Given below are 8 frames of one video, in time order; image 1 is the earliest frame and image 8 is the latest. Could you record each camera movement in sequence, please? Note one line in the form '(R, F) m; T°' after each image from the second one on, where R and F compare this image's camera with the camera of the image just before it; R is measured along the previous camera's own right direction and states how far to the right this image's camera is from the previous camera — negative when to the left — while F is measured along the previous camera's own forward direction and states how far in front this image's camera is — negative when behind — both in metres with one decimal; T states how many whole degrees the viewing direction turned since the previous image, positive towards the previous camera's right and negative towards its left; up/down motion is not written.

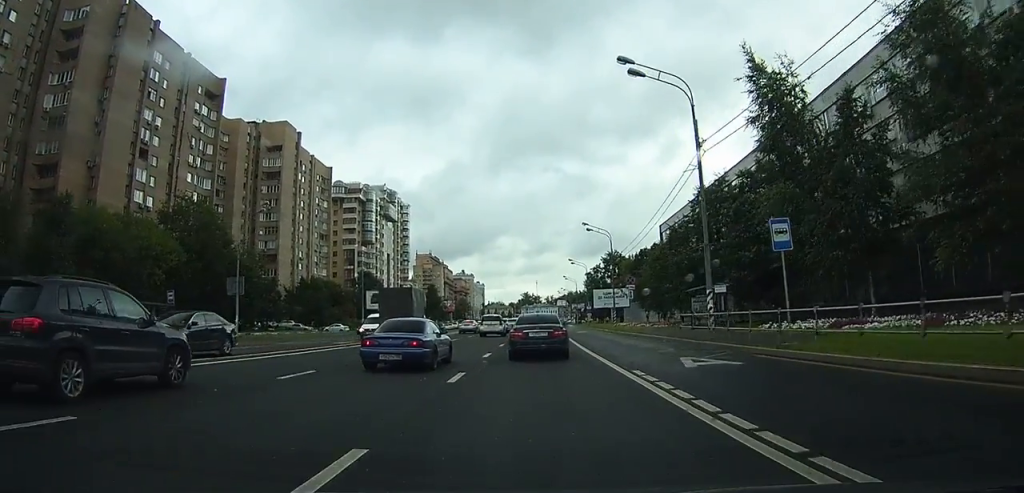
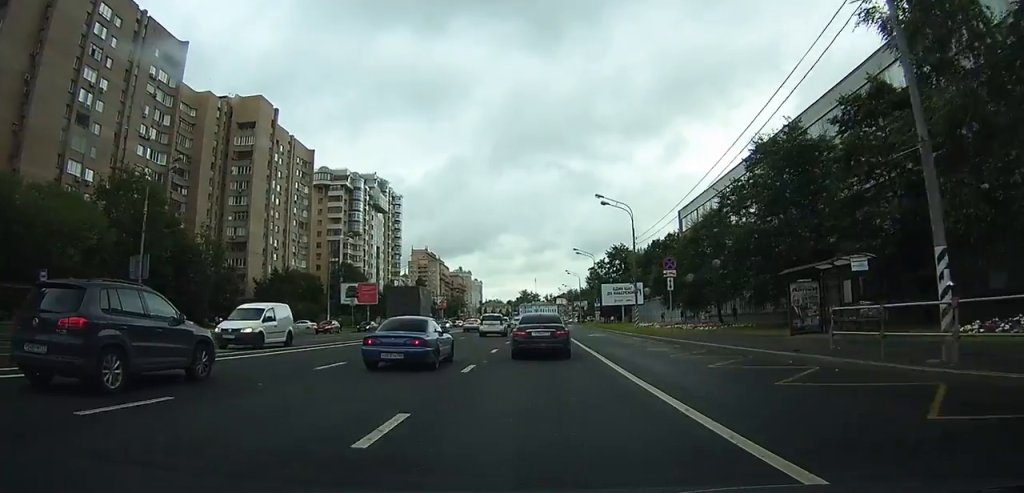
(-0.1, +13.9) m; 0°
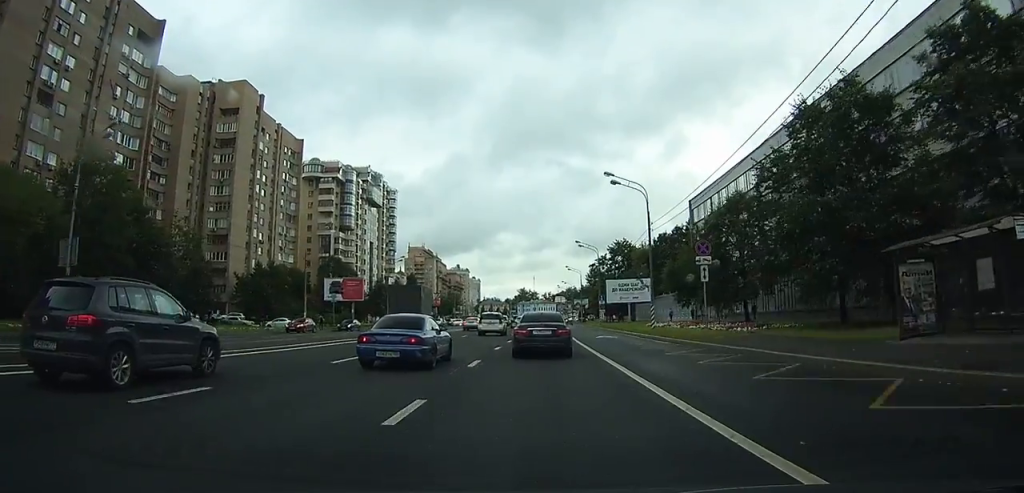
(0.0, +6.9) m; 0°
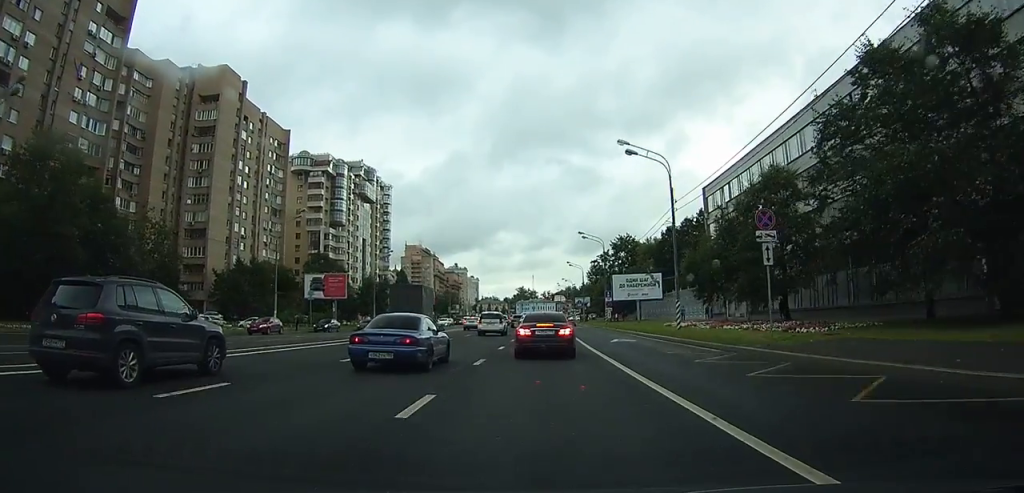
(0.0, +7.5) m; 0°
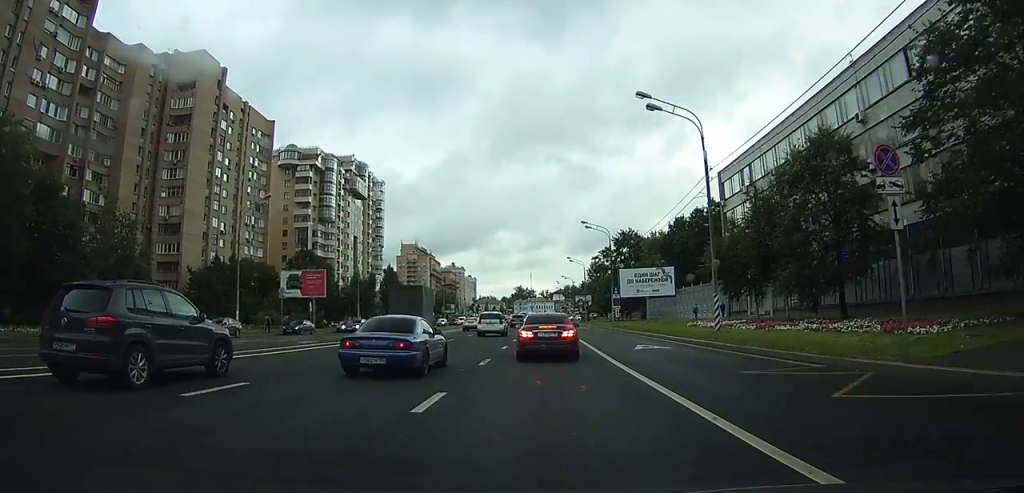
(0.0, +7.5) m; +1°
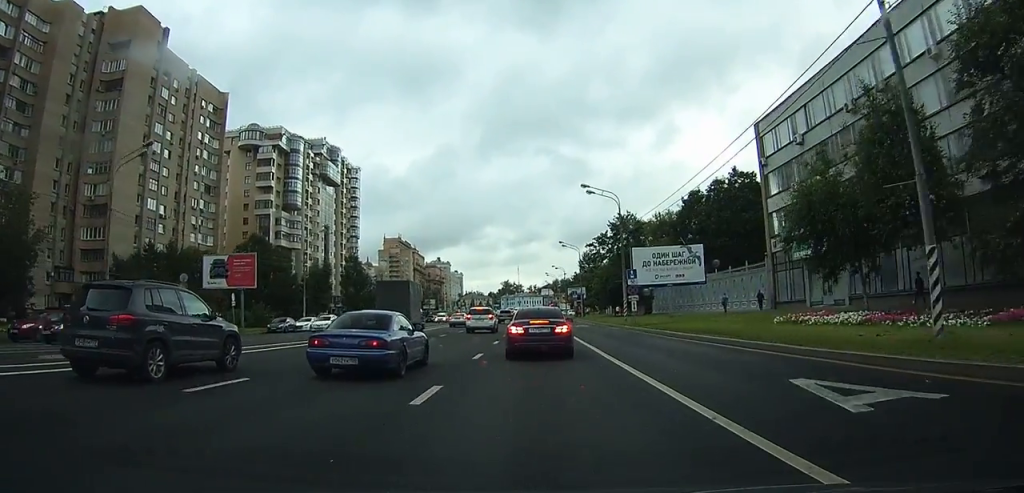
(+0.2, +16.1) m; +1°
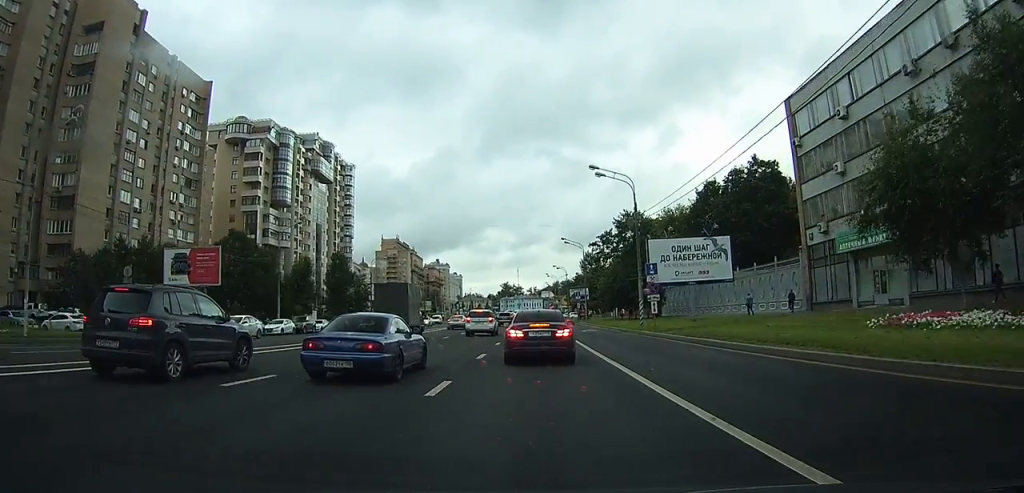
(+0.1, +7.1) m; 0°
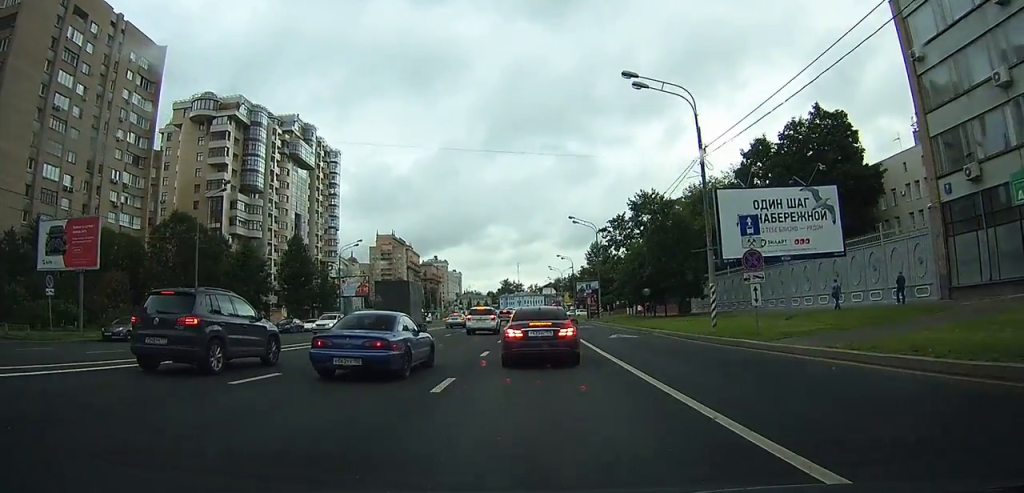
(+0.1, +16.6) m; +1°
